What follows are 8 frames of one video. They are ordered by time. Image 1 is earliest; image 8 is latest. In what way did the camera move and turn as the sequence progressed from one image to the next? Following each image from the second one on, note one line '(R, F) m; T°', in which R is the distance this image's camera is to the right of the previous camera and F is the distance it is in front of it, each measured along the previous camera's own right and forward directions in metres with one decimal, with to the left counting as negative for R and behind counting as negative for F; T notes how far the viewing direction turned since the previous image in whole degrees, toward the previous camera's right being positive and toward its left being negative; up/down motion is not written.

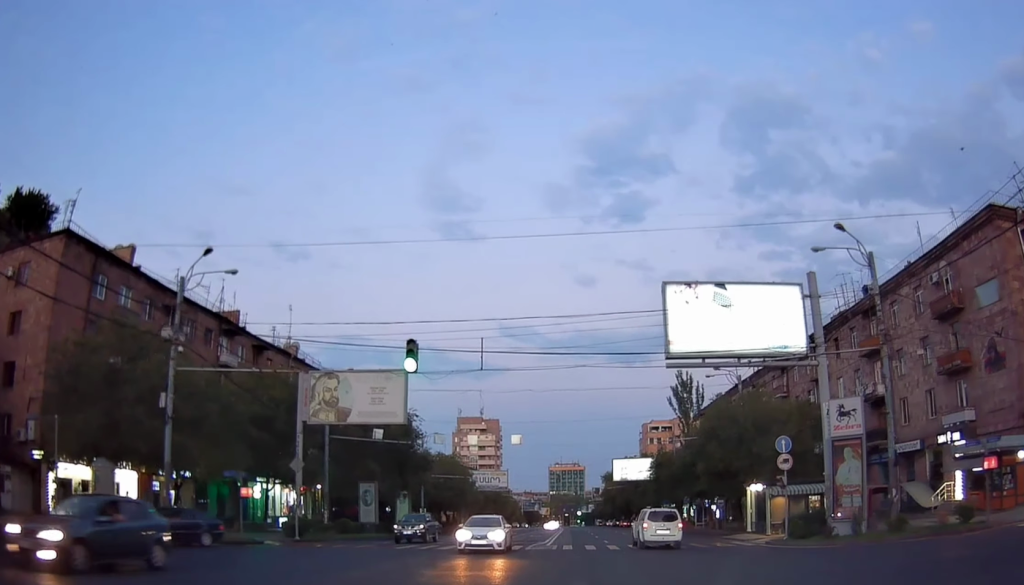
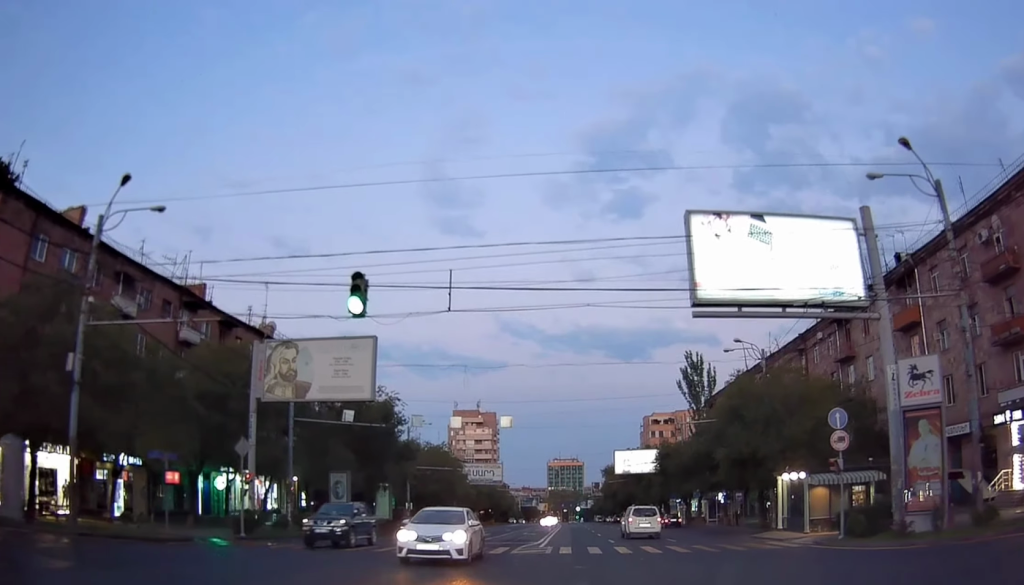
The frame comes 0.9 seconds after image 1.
(-0.1, +6.2) m; 0°
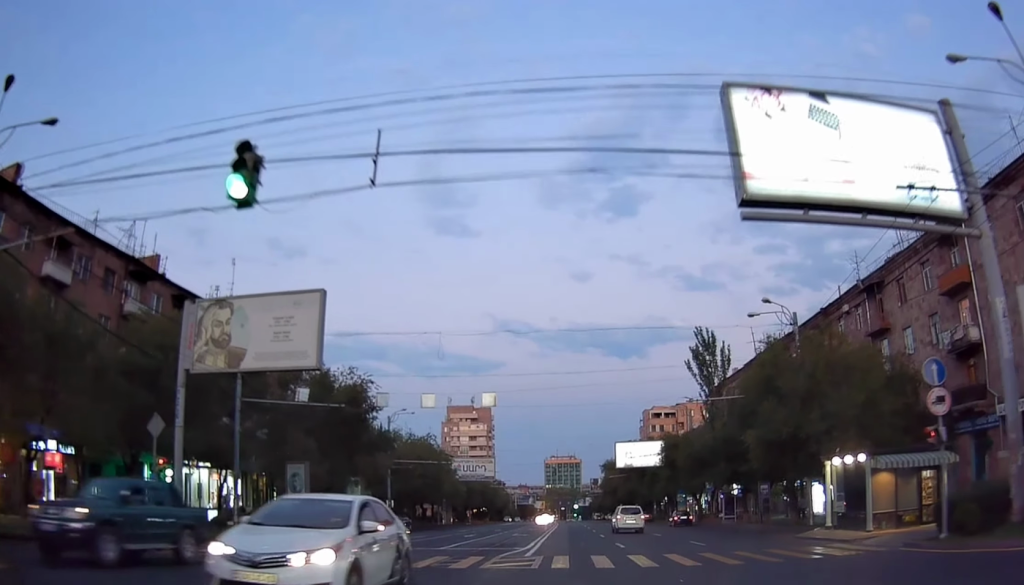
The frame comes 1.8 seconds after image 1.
(+0.2, +7.1) m; +2°
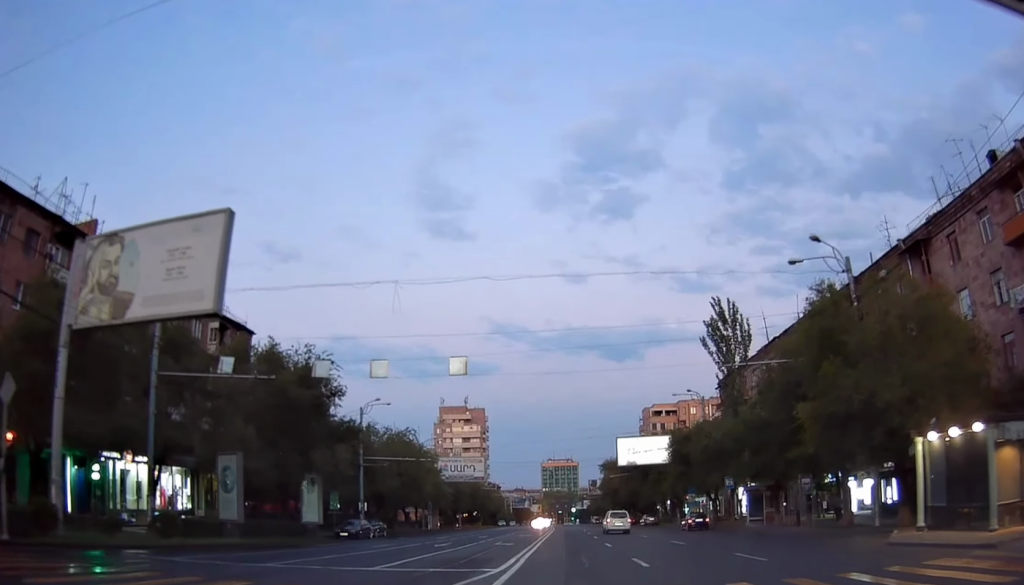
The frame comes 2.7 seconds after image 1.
(+0.1, +8.0) m; -2°
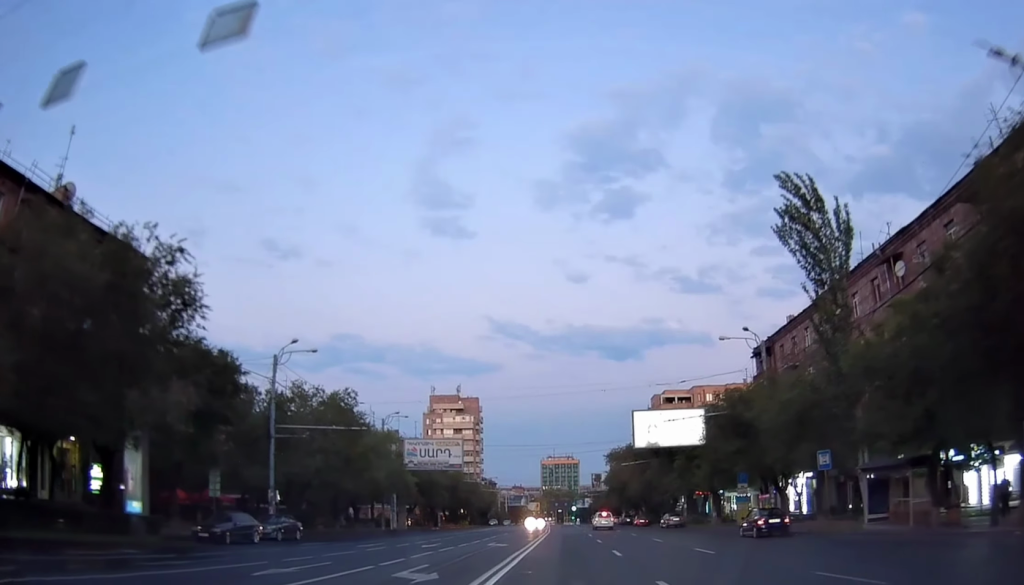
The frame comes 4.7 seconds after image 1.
(-1.0, +18.6) m; -1°
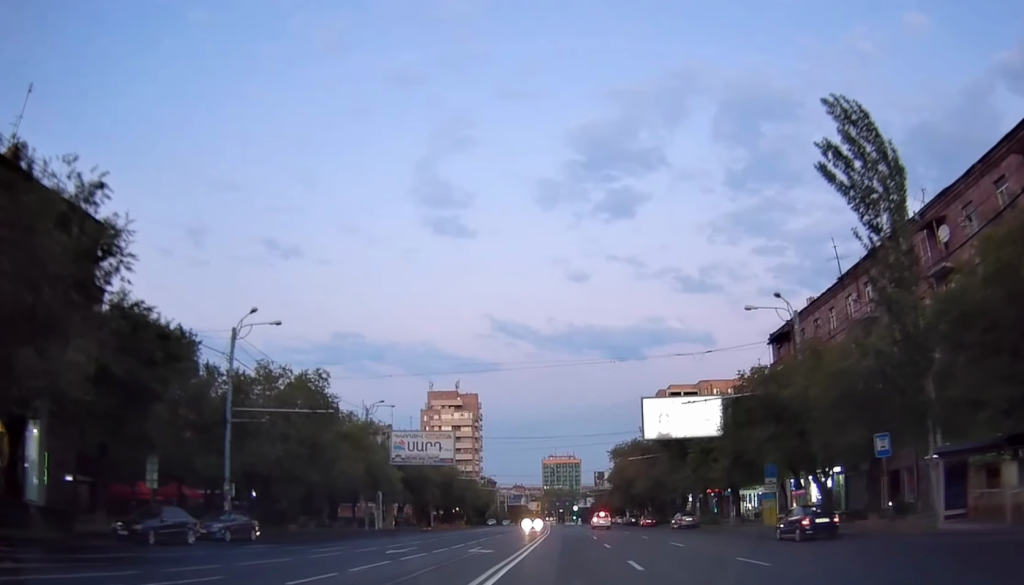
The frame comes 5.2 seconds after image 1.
(+0.3, +5.9) m; 0°
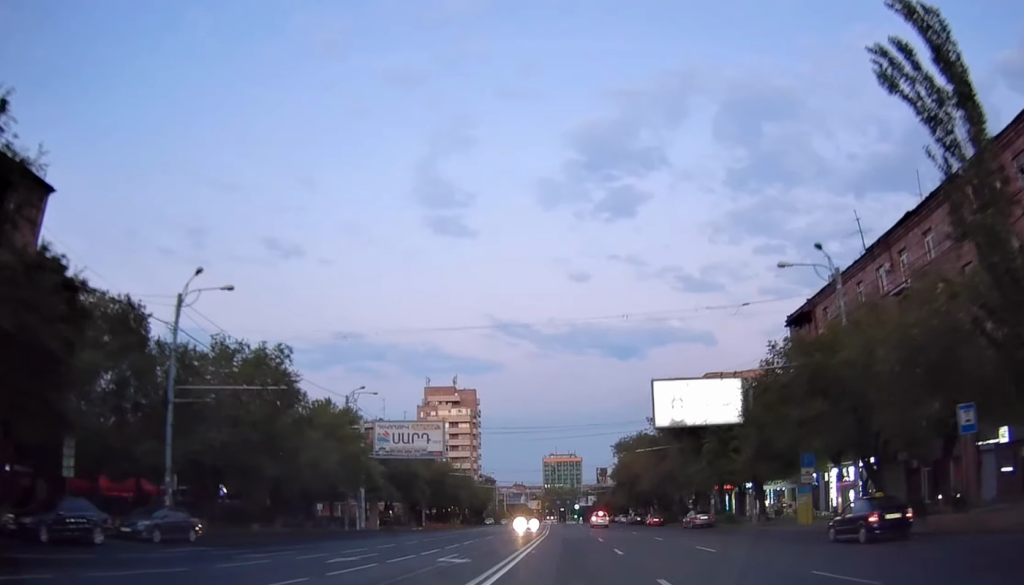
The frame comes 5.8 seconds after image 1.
(+0.1, +6.0) m; 0°
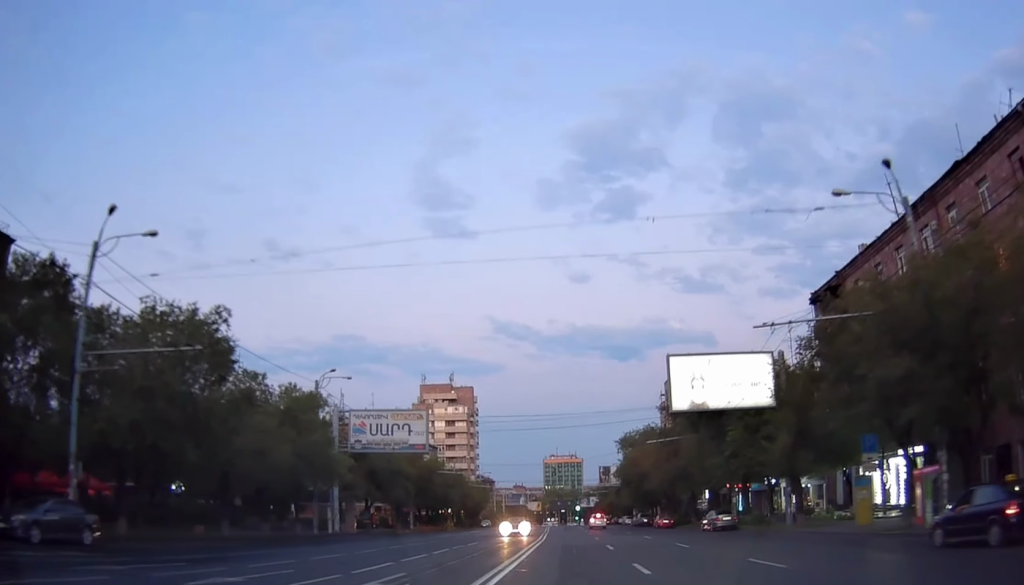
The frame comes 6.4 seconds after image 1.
(-0.2, +7.1) m; 0°
